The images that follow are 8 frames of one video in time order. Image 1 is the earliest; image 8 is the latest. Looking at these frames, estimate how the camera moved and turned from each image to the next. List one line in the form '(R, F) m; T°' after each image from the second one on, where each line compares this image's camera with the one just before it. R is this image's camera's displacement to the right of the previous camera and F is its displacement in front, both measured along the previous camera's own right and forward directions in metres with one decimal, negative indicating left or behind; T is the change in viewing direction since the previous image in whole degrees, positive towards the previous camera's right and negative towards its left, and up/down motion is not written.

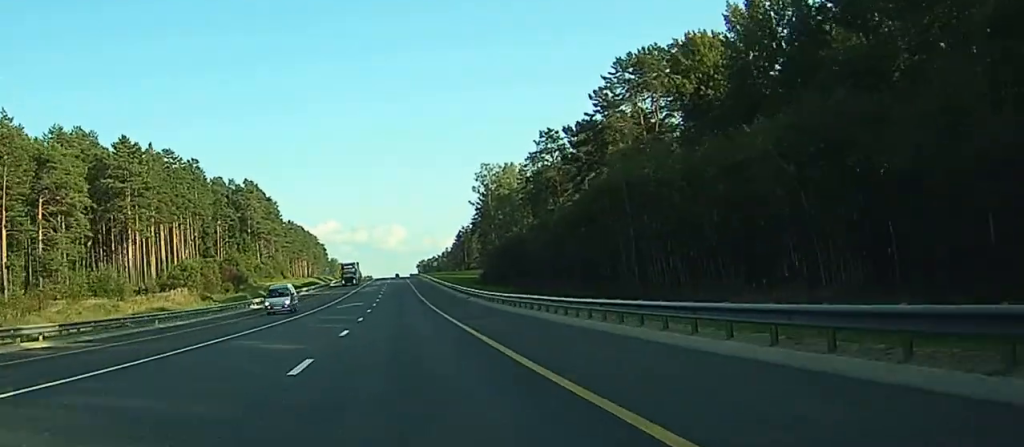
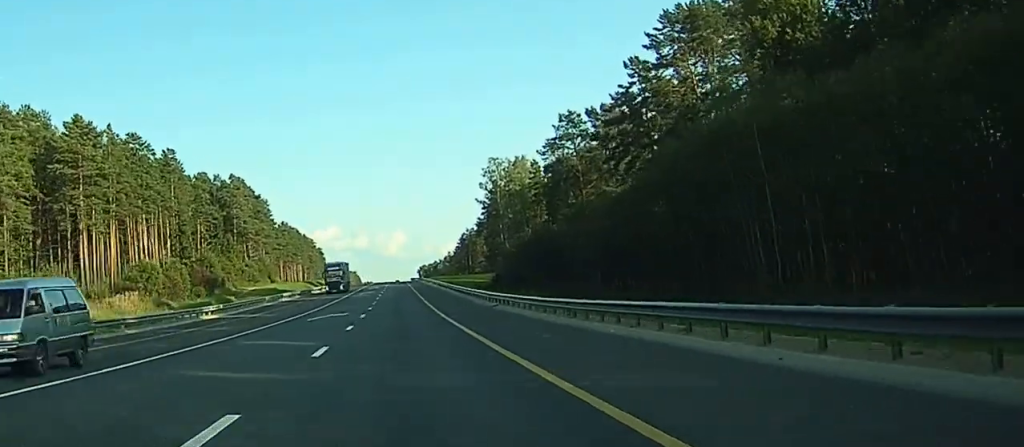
(0.0, +19.8) m; 0°
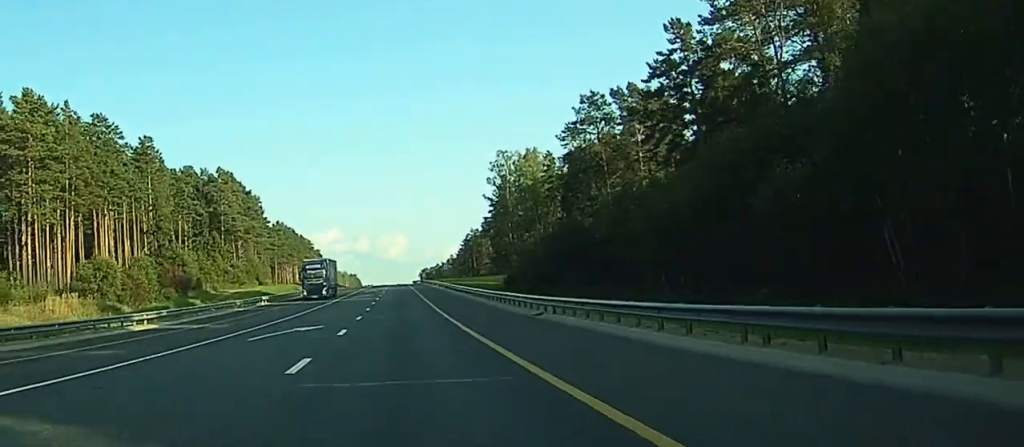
(0.0, +16.0) m; 0°
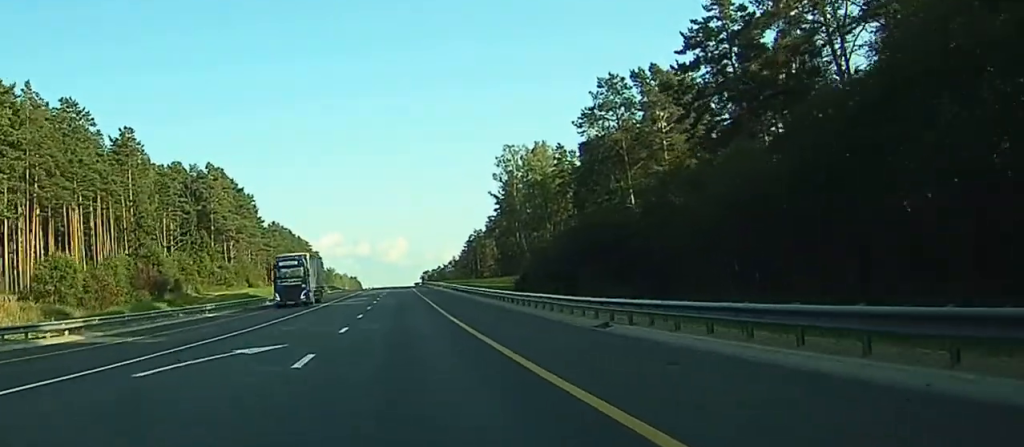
(0.0, +11.3) m; 0°
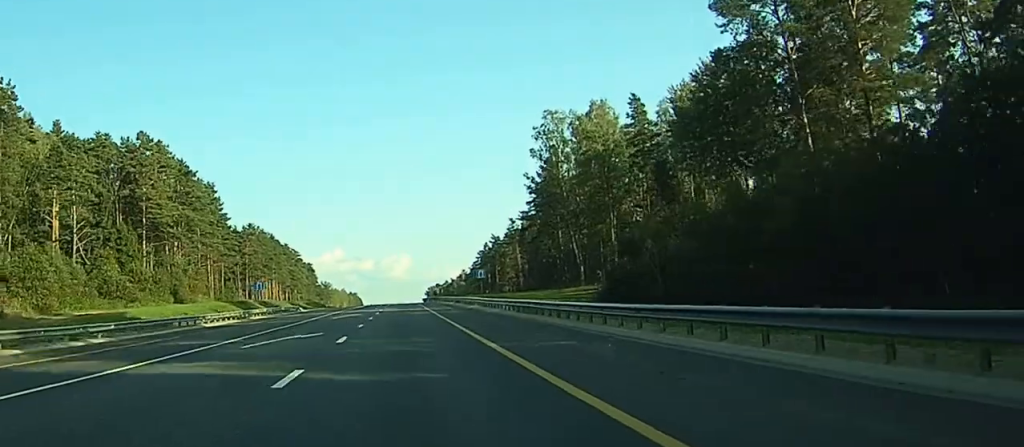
(0.0, +50.8) m; 0°
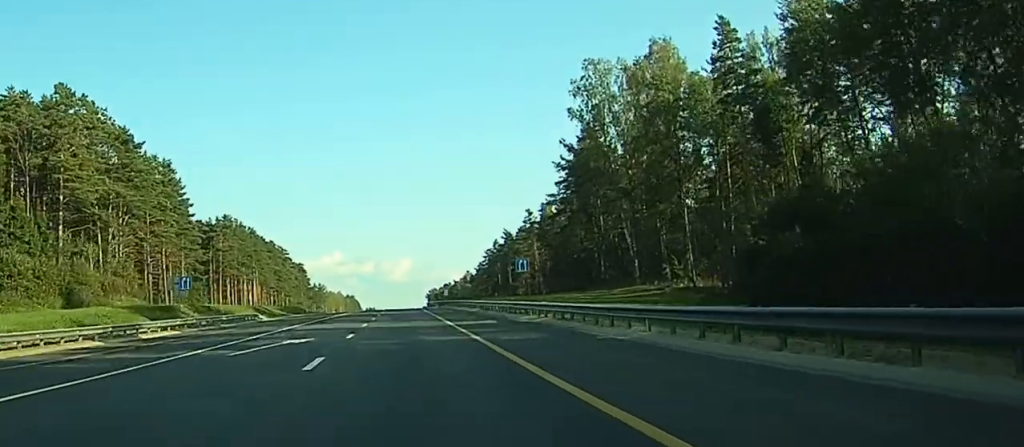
(0.0, +32.9) m; +1°
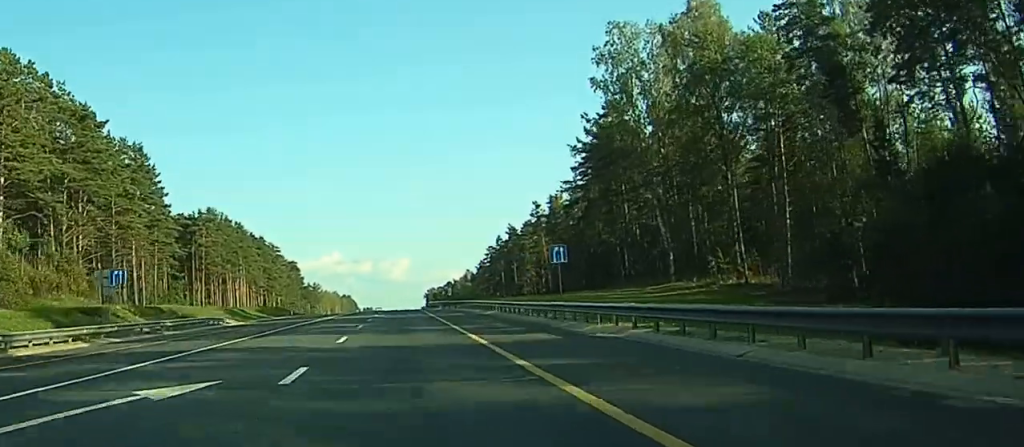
(+0.1, +15.0) m; +1°
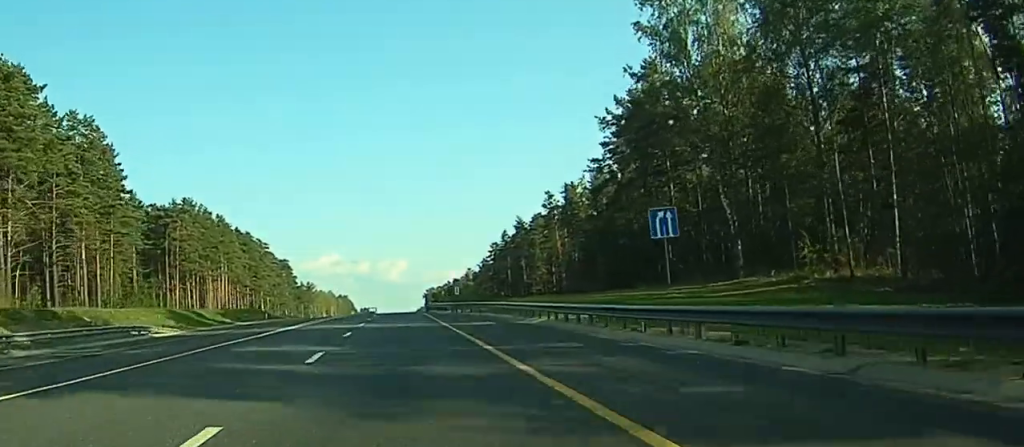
(+0.3, +19.6) m; +1°
